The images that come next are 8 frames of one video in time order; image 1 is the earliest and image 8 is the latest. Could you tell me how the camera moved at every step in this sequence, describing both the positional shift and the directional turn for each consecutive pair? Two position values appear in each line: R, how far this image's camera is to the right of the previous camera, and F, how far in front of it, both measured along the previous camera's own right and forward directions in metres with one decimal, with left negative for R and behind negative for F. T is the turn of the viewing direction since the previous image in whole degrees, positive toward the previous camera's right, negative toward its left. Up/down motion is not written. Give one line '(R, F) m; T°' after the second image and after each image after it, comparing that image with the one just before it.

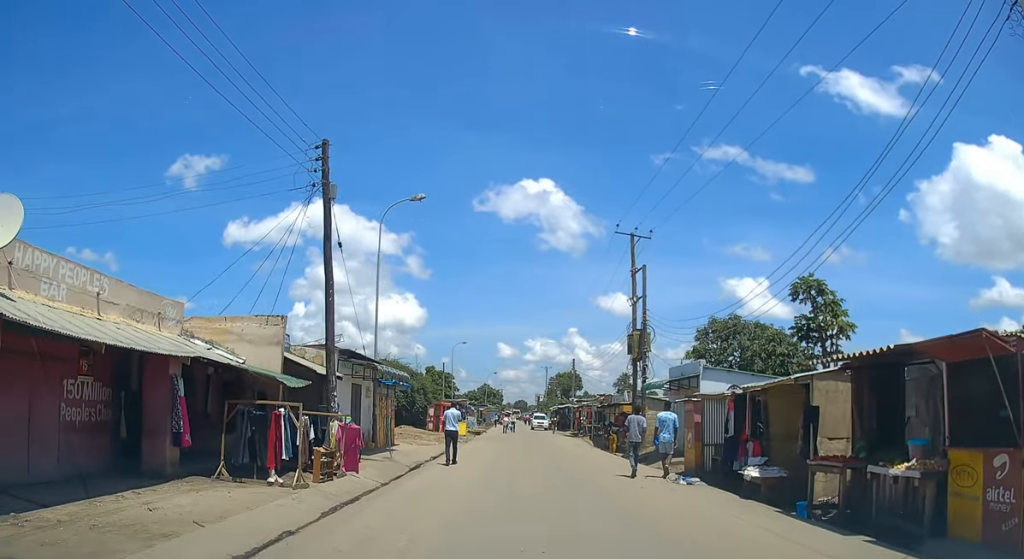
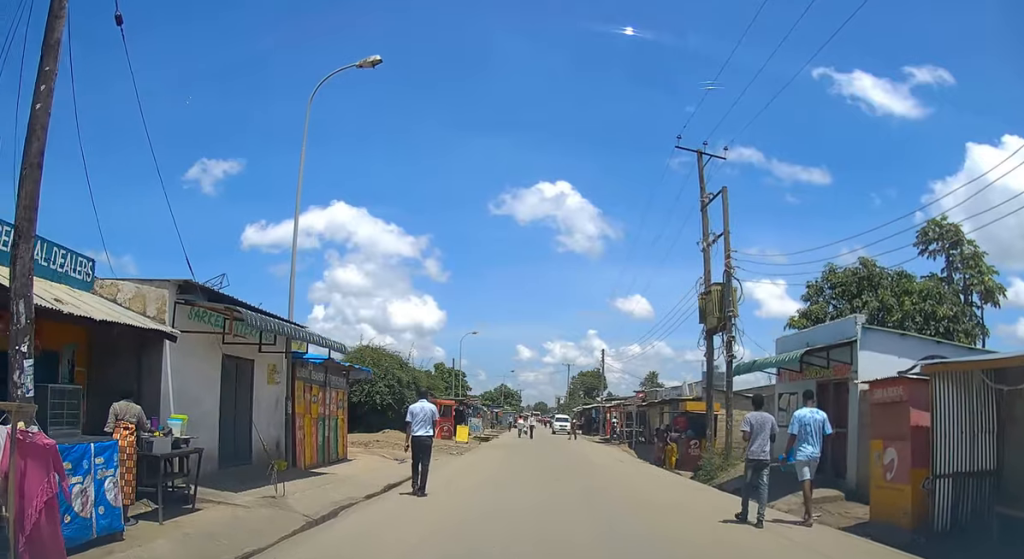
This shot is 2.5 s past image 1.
(+0.2, +10.8) m; +2°
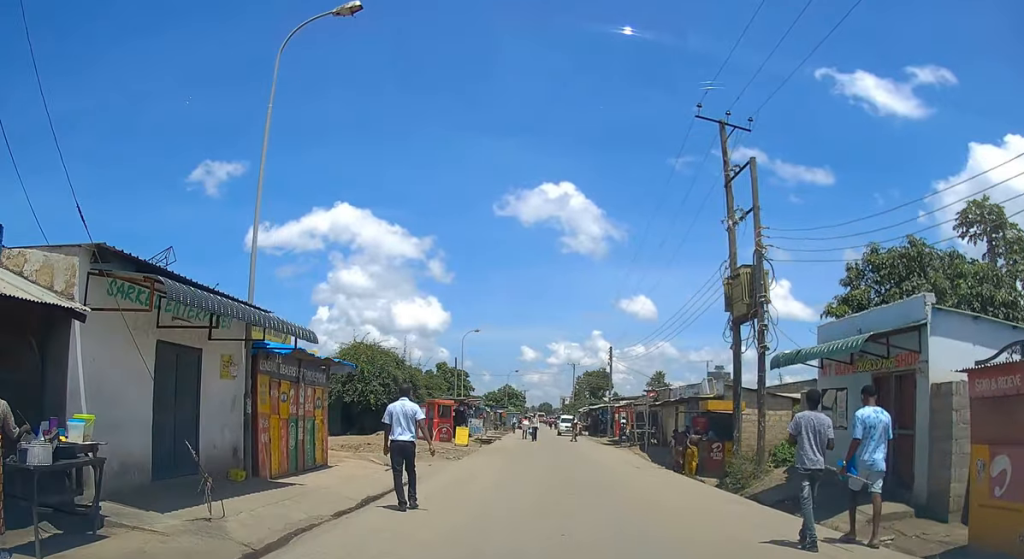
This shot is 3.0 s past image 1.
(0.0, +2.5) m; 0°
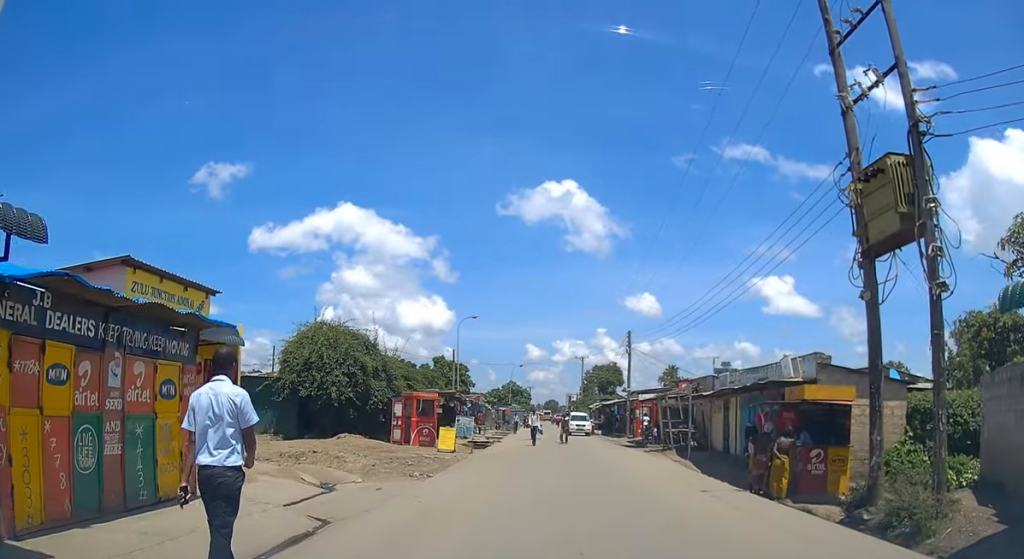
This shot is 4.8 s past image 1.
(-0.1, +7.9) m; -2°
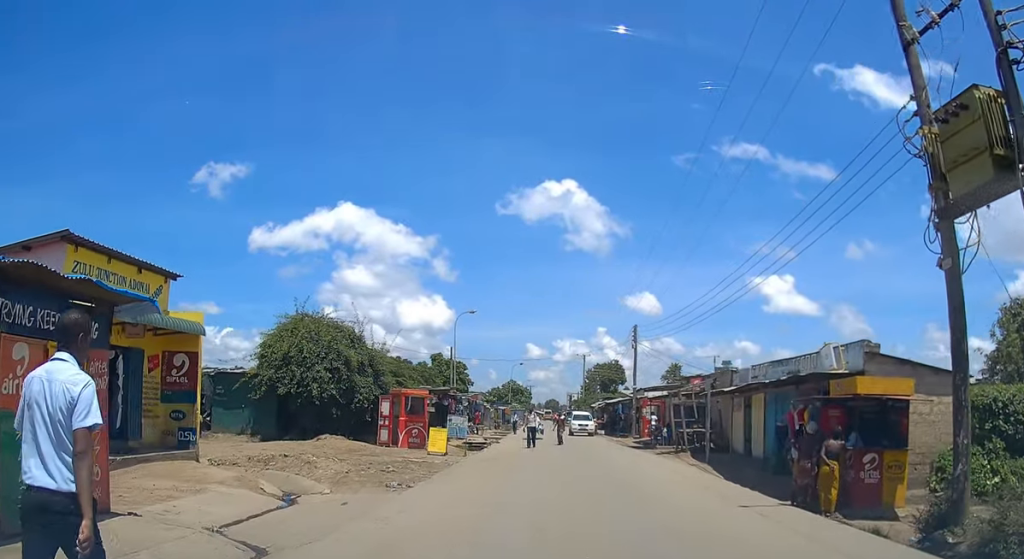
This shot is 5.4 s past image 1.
(0.0, +2.6) m; -1°
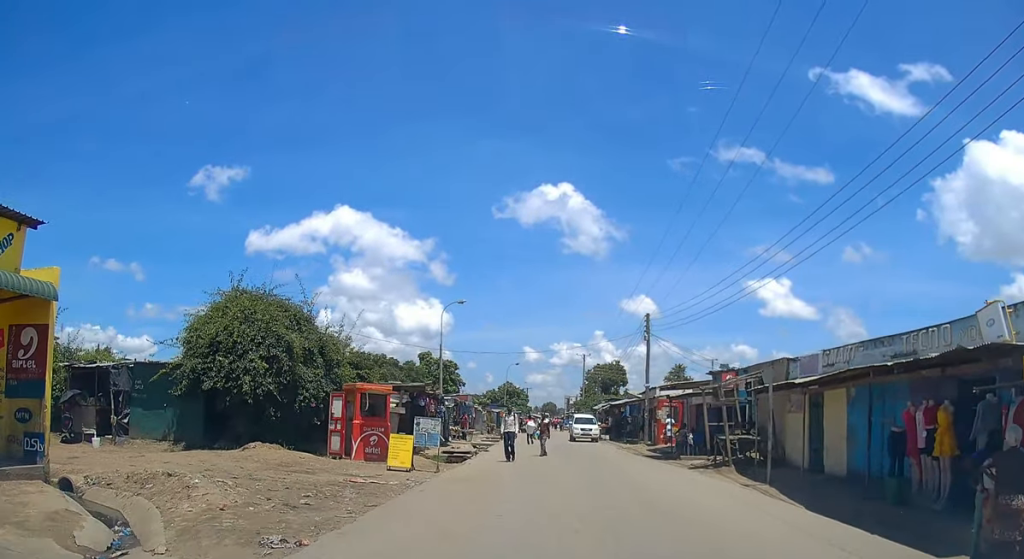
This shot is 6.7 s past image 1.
(-0.1, +6.1) m; 0°
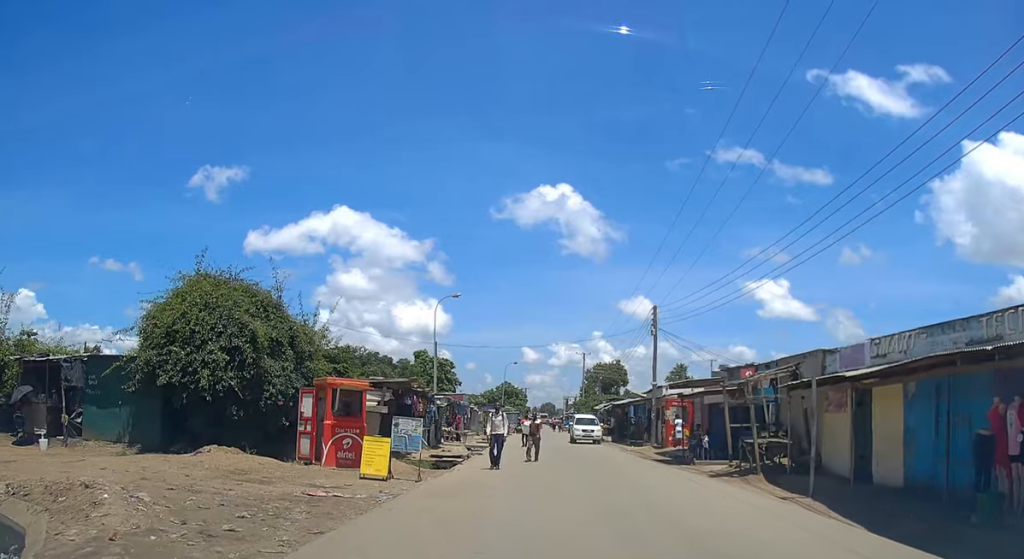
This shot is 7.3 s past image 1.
(-0.1, +2.6) m; +1°
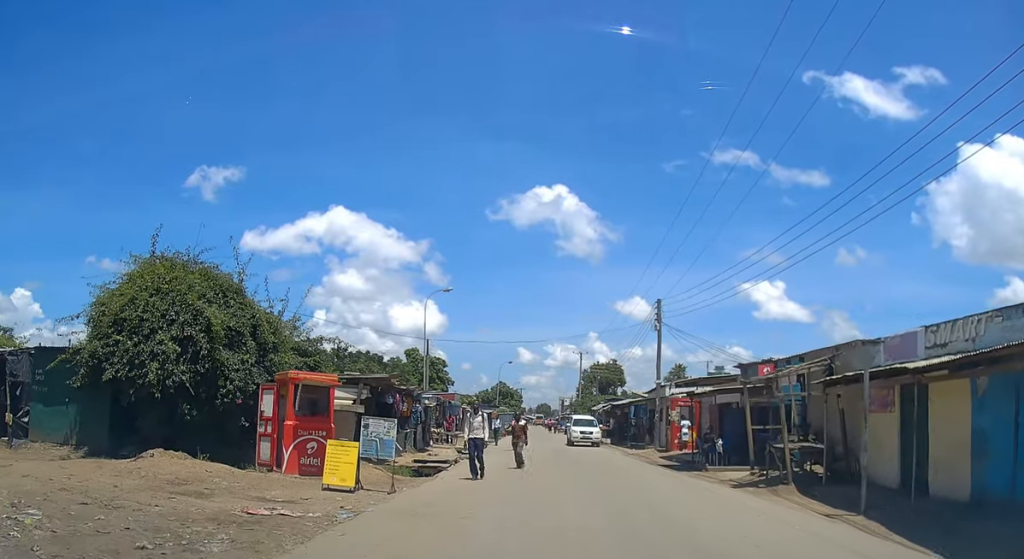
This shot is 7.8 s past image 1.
(+0.1, +2.4) m; +1°
